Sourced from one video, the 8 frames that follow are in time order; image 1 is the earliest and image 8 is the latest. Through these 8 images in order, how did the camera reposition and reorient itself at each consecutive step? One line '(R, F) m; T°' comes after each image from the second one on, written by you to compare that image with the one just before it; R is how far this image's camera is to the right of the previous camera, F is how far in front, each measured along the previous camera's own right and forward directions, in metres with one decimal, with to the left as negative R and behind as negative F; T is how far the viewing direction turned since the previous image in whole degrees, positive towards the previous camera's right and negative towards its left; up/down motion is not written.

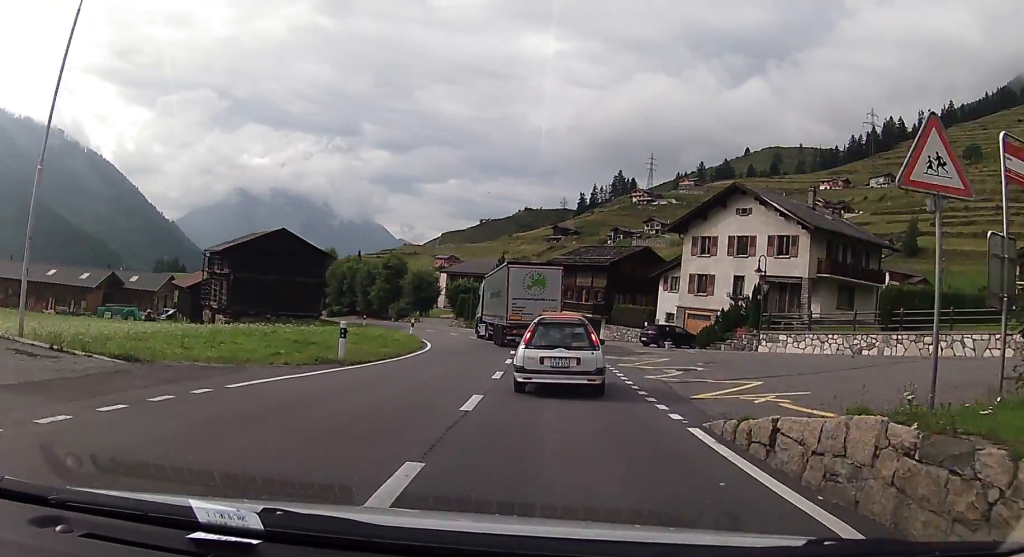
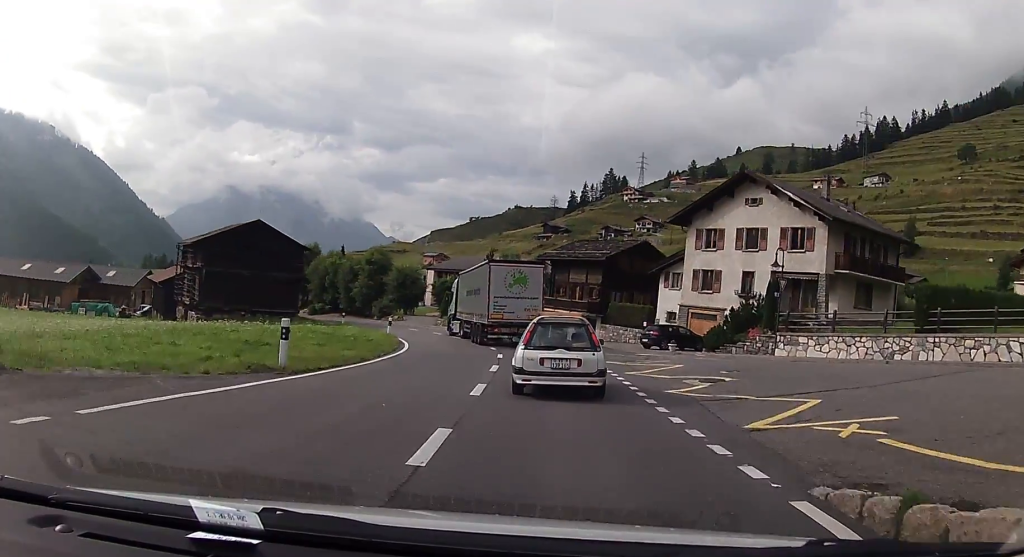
(+0.1, +3.9) m; +1°
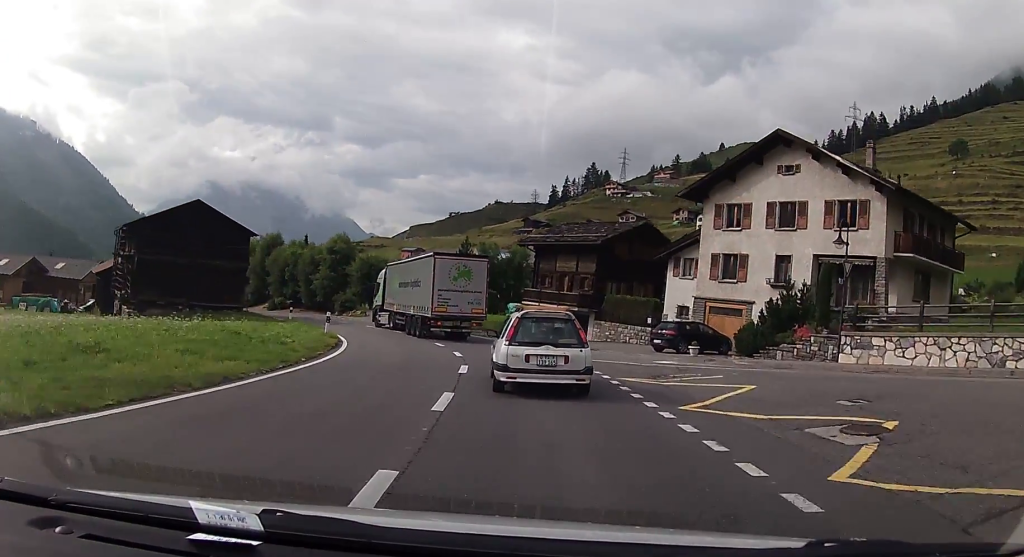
(+0.2, +8.6) m; +1°
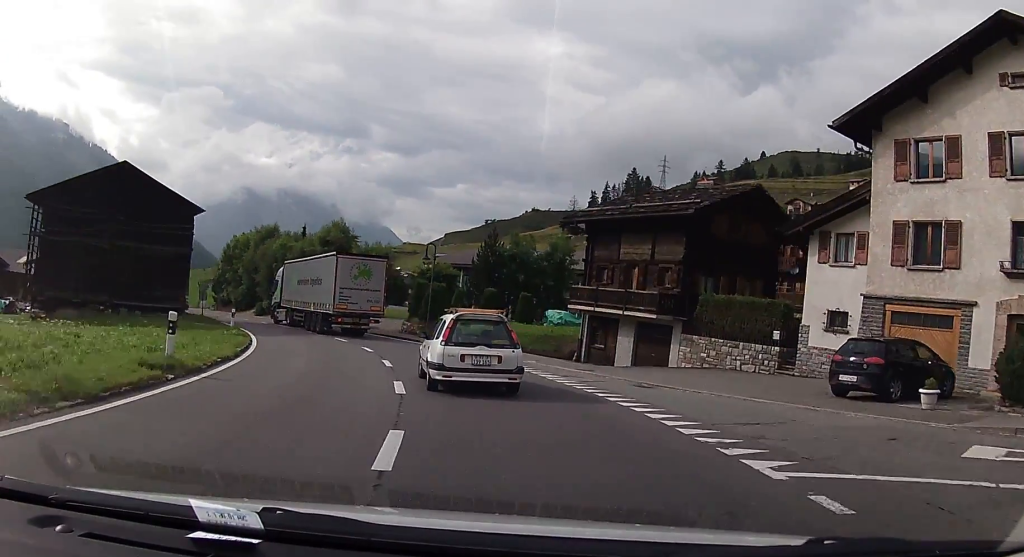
(-0.1, +16.2) m; -2°
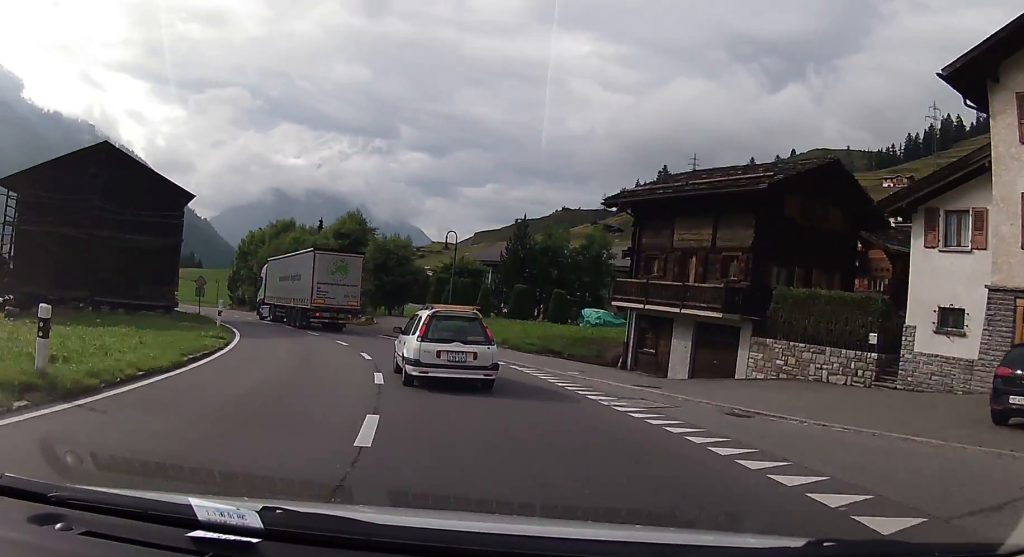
(+0.2, +4.8) m; -2°
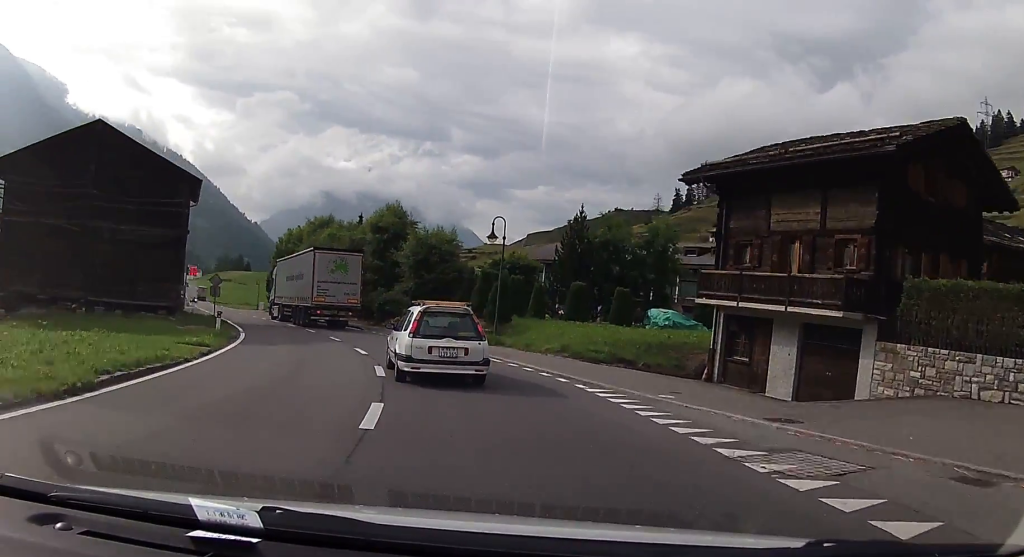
(-0.3, +5.3) m; -4°
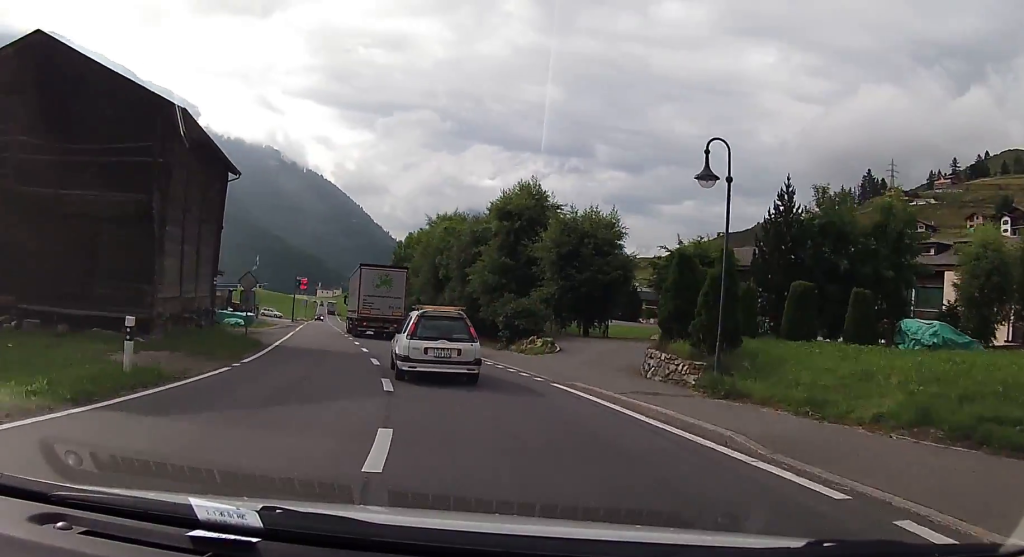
(-1.3, +14.5) m; -13°
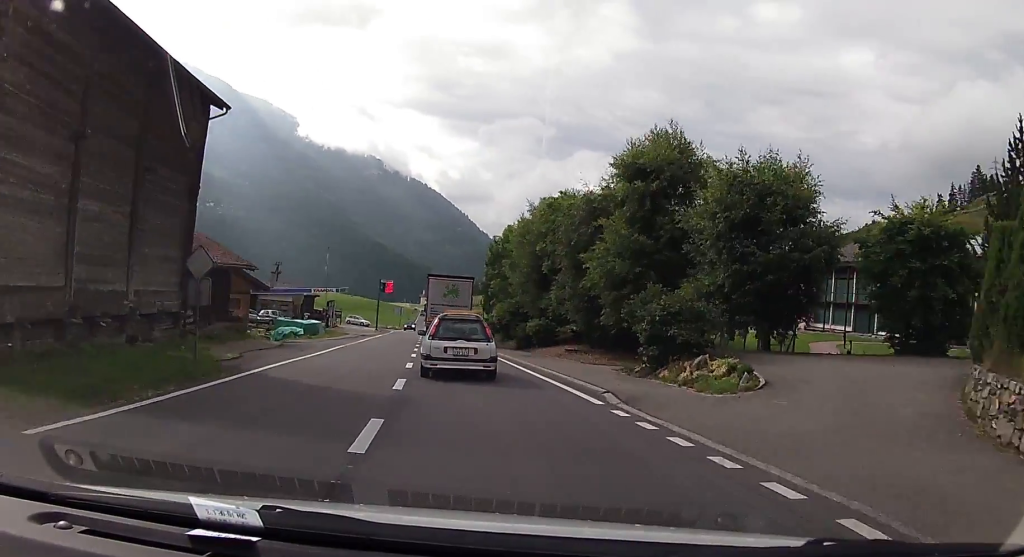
(-1.3, +12.2) m; -8°
